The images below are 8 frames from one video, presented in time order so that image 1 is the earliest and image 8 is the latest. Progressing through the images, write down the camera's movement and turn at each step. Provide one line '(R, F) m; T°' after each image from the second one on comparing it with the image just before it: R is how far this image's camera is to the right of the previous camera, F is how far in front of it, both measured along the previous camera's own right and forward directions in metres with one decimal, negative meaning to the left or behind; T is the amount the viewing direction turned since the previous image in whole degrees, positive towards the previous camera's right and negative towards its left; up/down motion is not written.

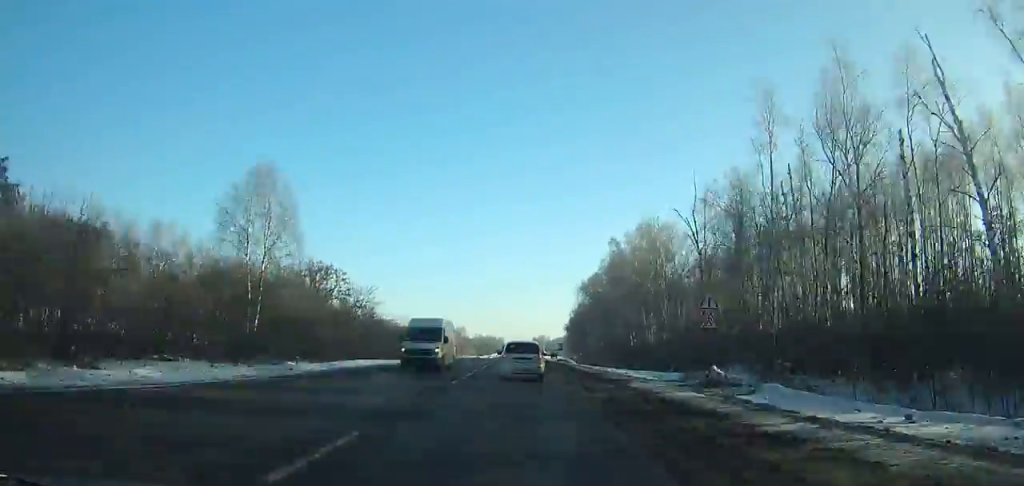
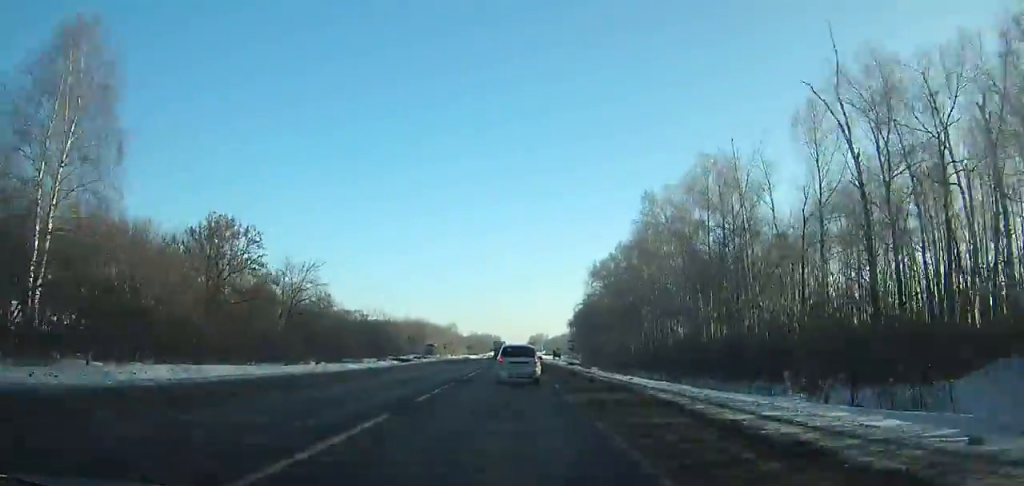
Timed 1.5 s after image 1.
(+0.1, +28.5) m; 0°
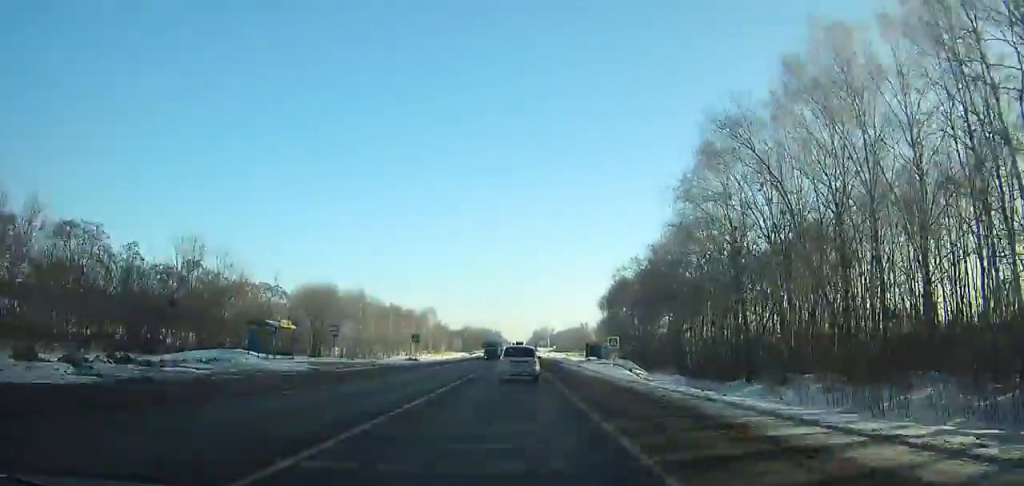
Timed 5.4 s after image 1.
(-0.1, +74.8) m; 0°
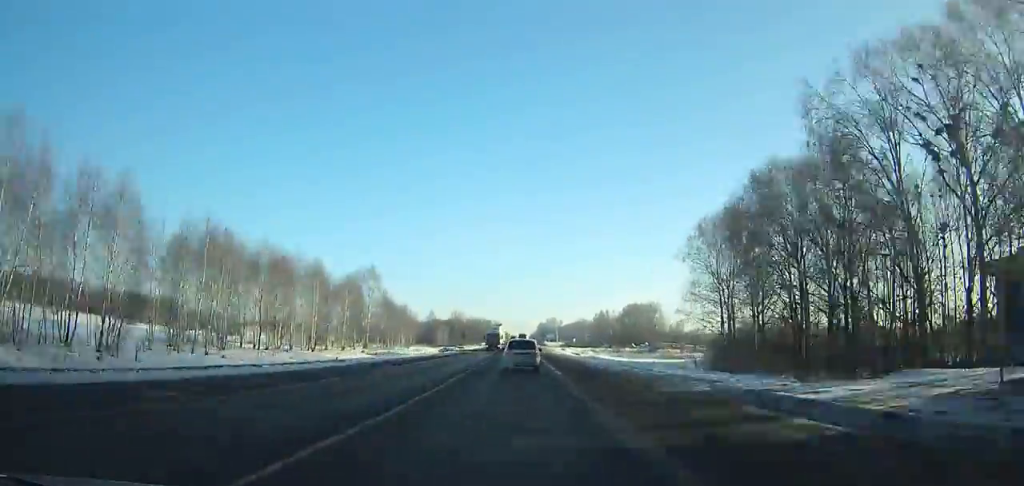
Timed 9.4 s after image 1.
(-0.2, +79.2) m; 0°
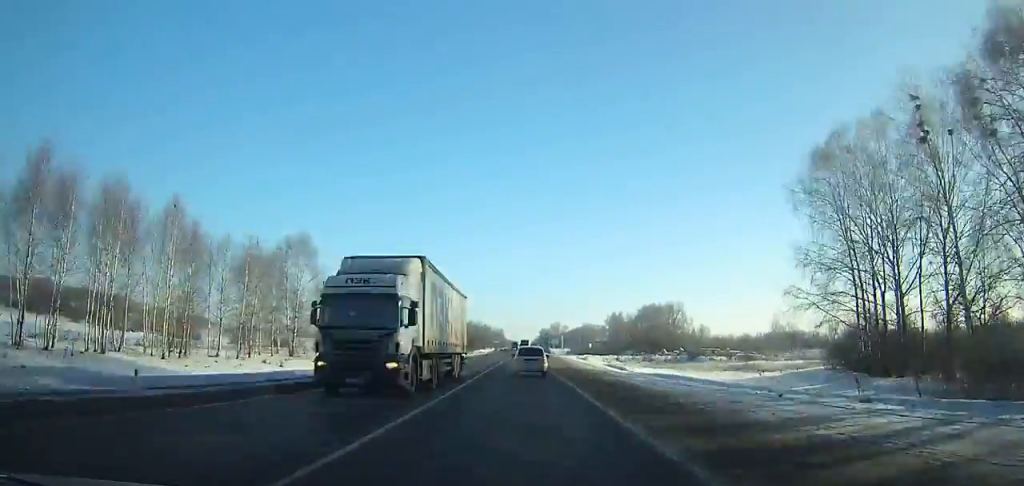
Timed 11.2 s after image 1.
(0.0, +36.7) m; 0°
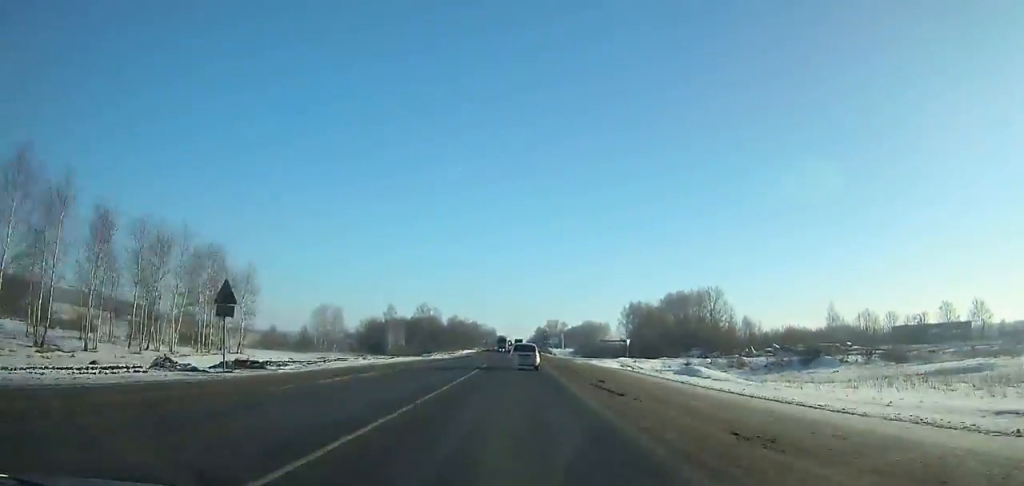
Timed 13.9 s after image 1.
(+0.2, +55.9) m; 0°
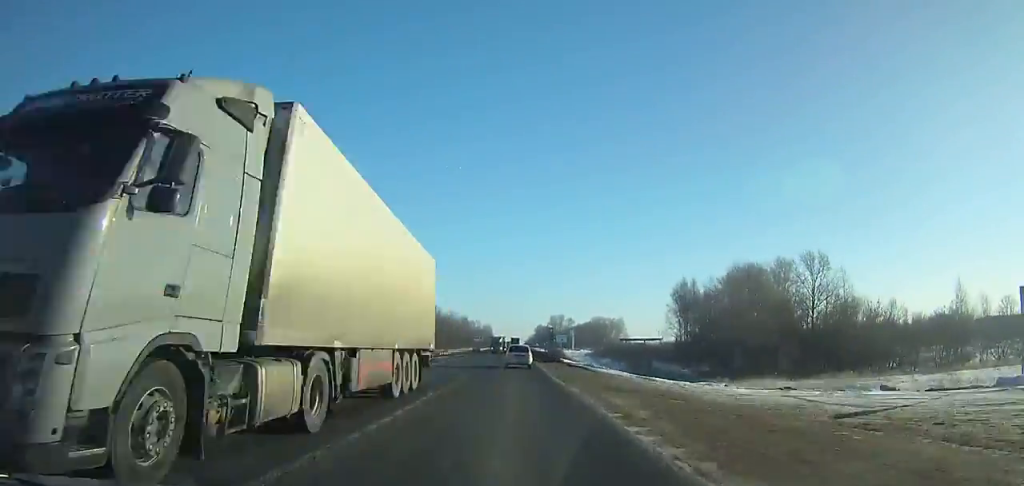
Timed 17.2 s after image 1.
(+0.3, +69.6) m; 0°
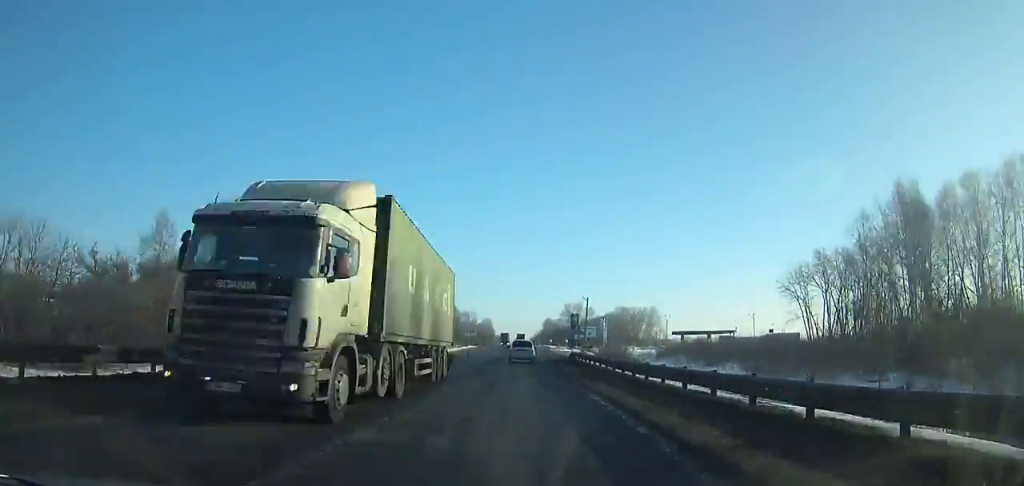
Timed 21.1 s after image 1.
(-0.2, +83.1) m; 0°
